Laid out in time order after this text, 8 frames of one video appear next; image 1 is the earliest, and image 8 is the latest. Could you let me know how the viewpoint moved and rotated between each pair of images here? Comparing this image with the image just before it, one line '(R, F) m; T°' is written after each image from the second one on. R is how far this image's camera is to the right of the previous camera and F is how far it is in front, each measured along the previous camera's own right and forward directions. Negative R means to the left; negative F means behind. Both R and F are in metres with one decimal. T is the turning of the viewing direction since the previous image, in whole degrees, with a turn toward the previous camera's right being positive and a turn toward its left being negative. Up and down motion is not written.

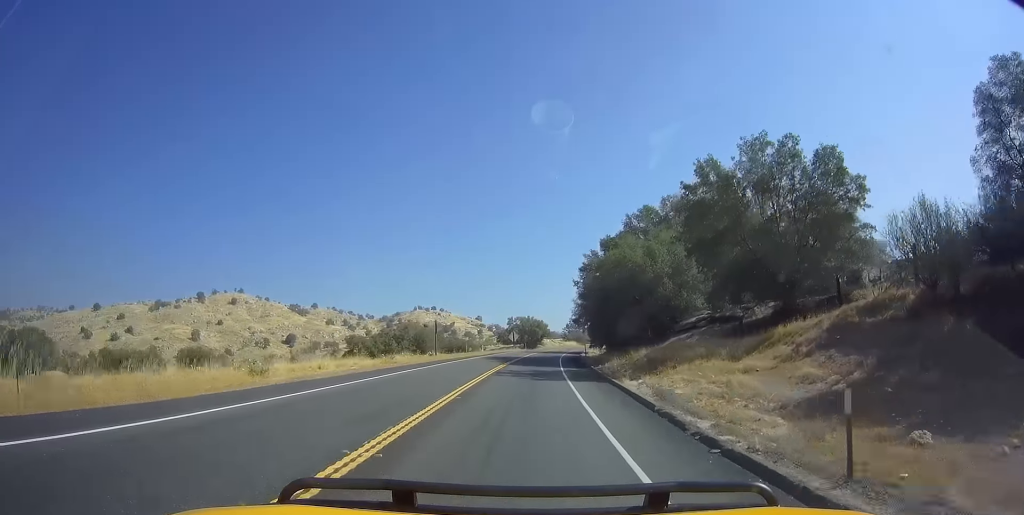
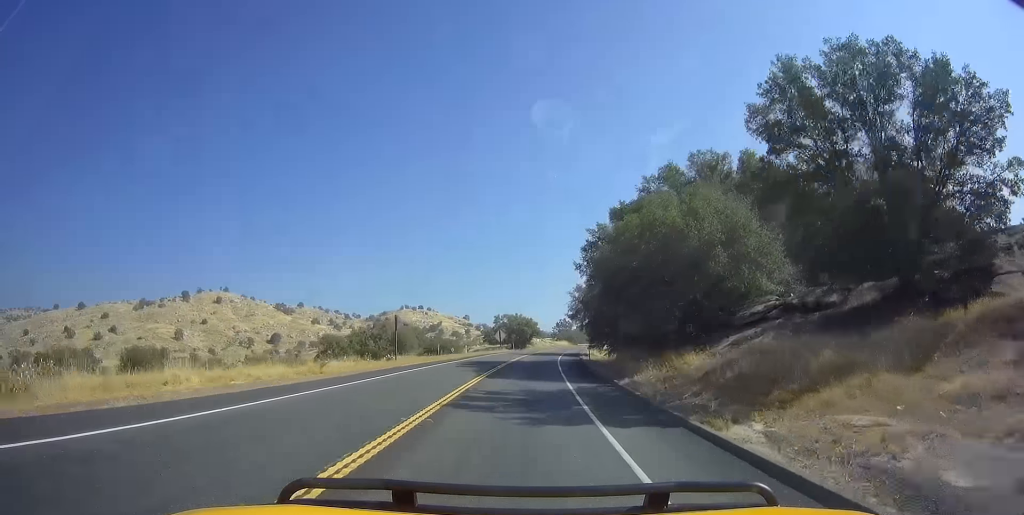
(+0.3, +11.2) m; +1°
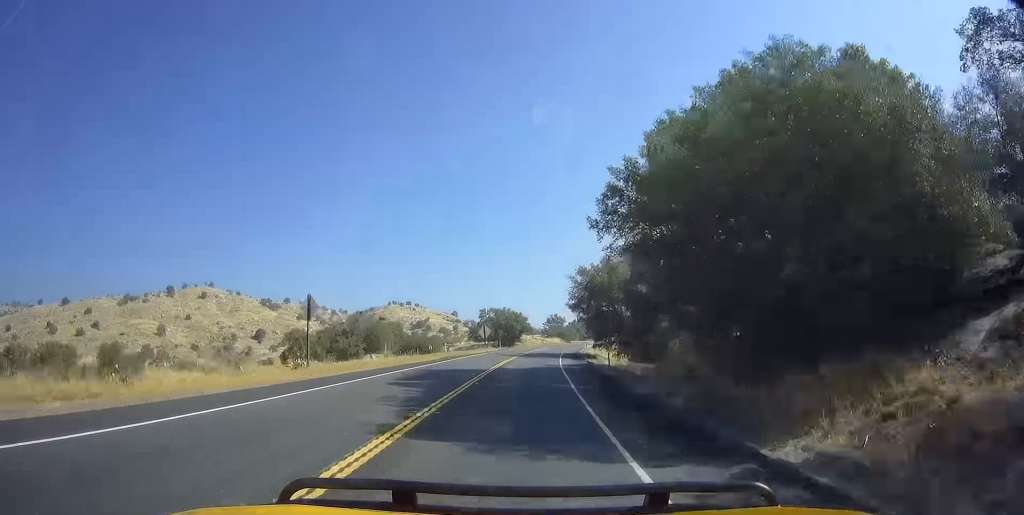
(+0.1, +13.9) m; +2°
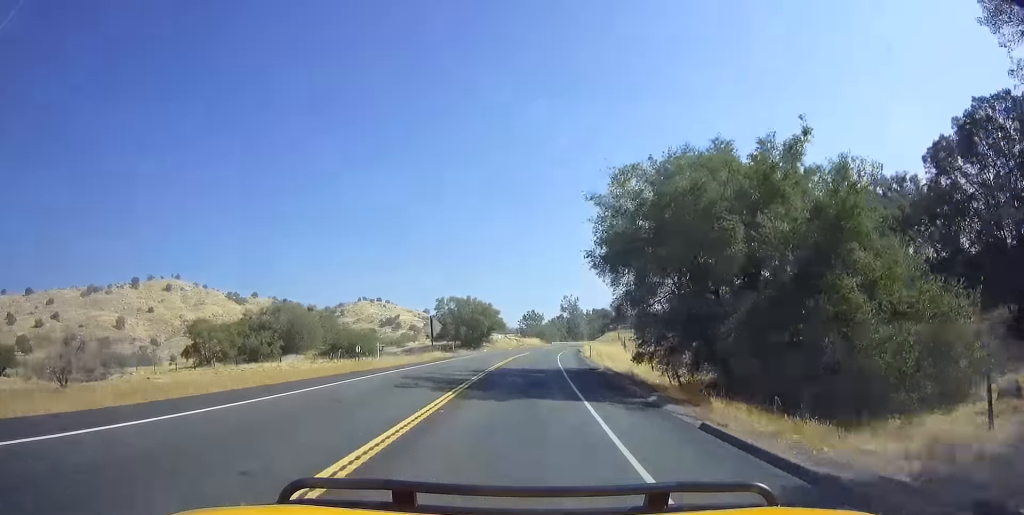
(+0.7, +28.9) m; +2°
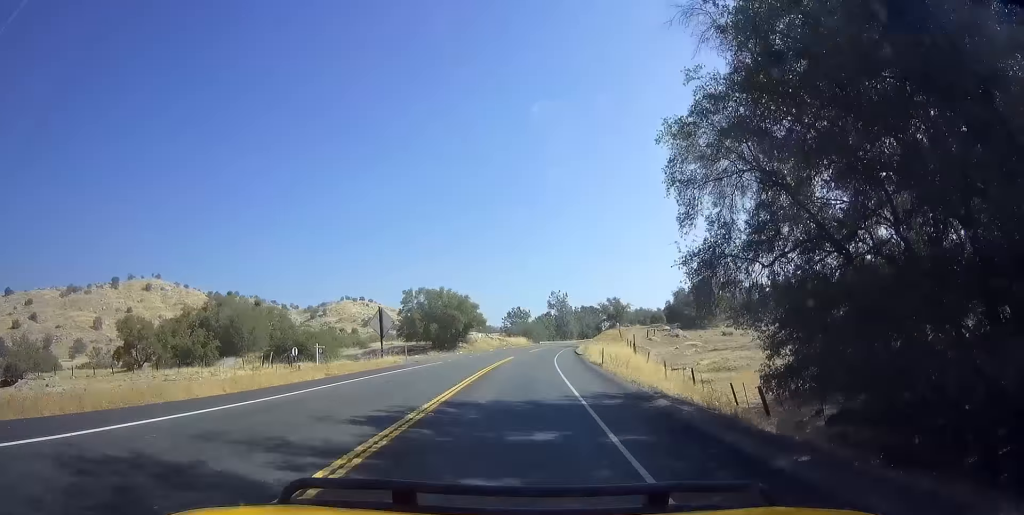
(0.0, +15.0) m; +2°
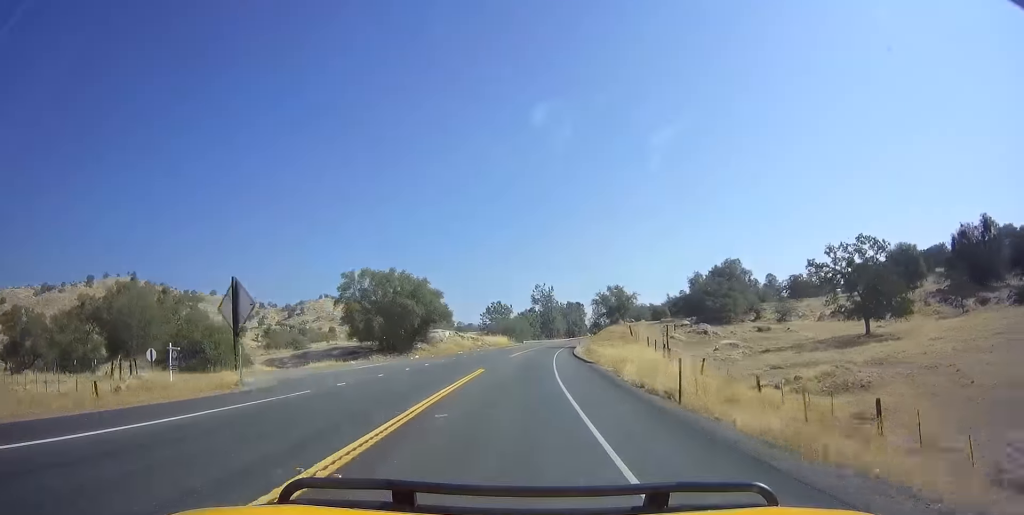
(+0.6, +19.6) m; +2°
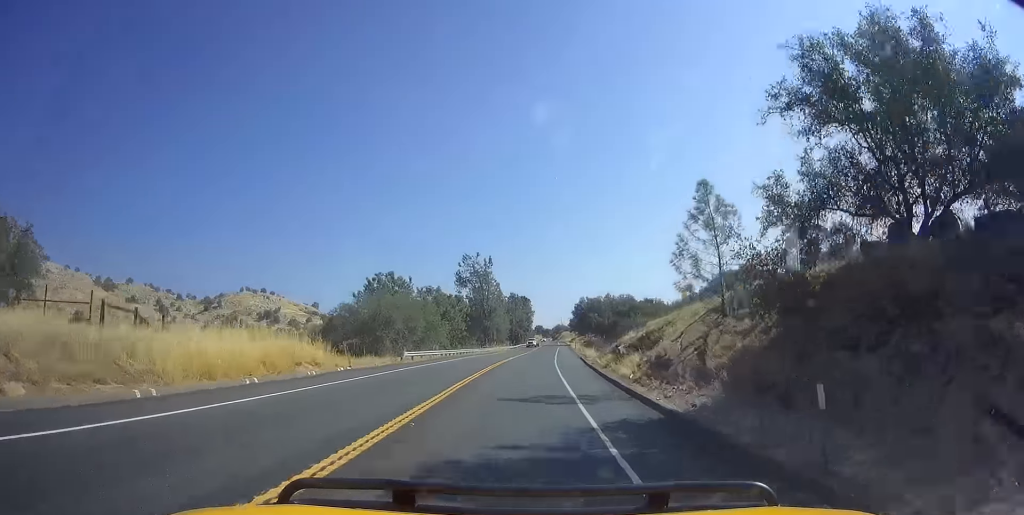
(+3.7, +70.6) m; +6°
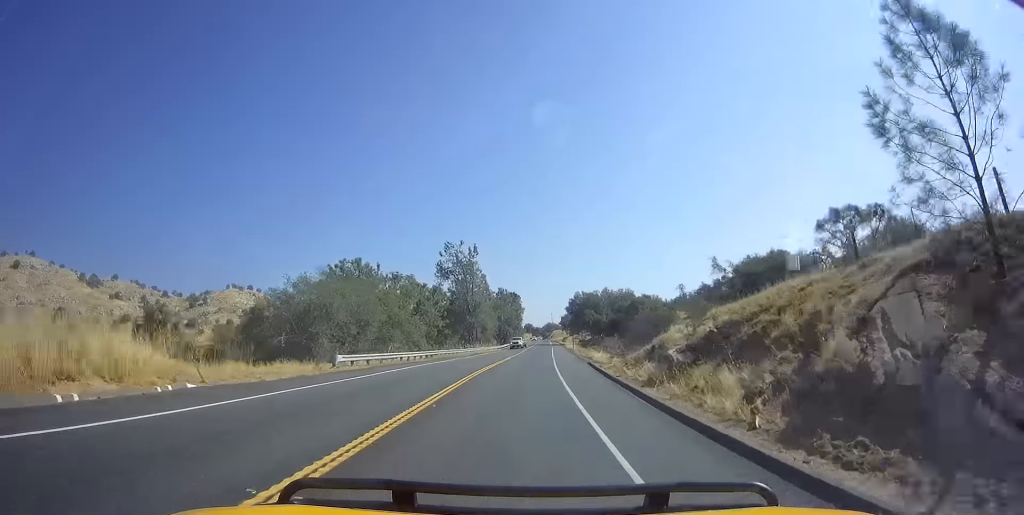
(+0.1, +12.0) m; +1°
